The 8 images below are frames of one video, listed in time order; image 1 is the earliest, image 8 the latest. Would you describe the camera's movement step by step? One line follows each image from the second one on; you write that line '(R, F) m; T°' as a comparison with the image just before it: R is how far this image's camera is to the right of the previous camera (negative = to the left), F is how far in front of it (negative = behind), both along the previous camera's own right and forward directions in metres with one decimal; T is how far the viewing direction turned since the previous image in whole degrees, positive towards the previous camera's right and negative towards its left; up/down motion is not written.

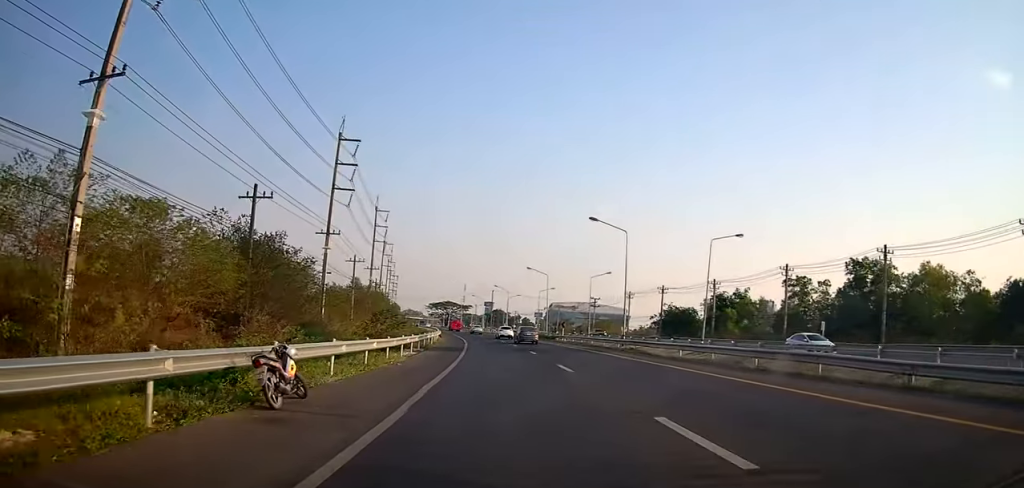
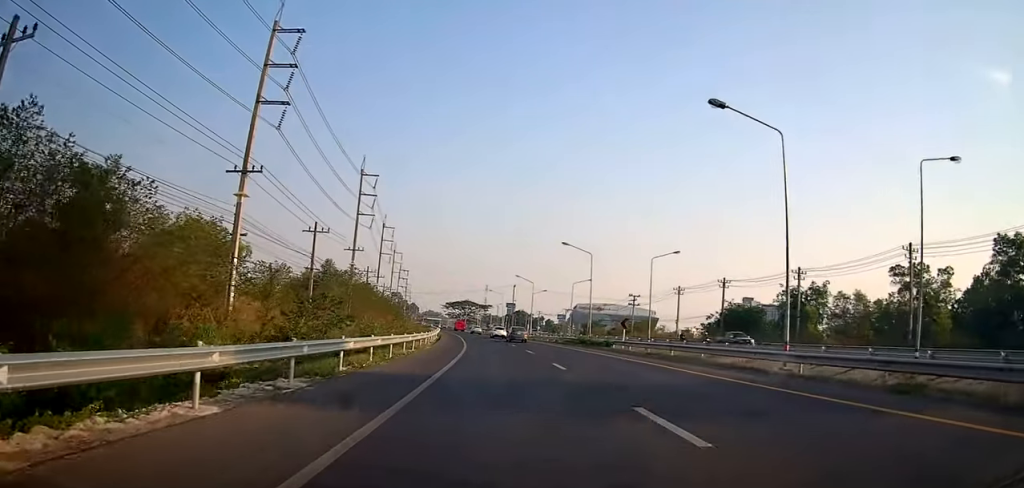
(0.0, +22.9) m; 0°
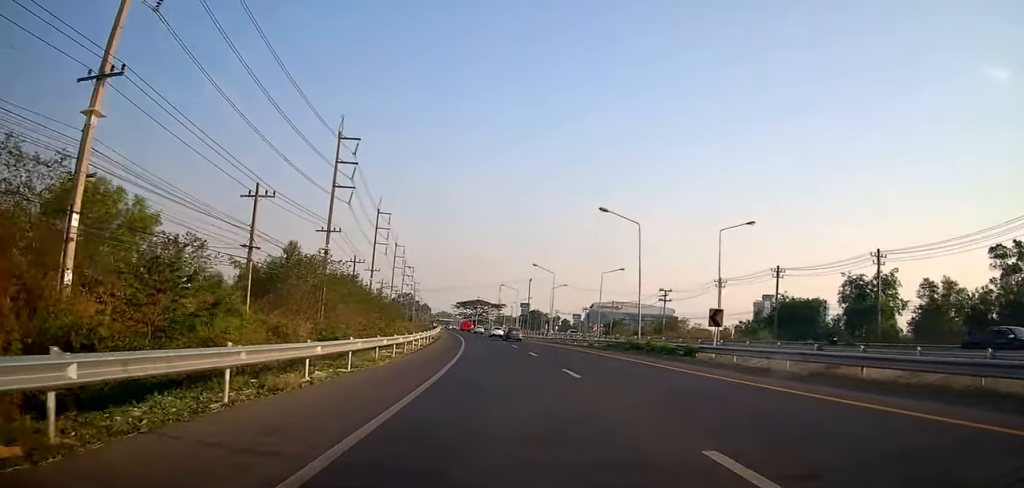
(-0.1, +15.1) m; -3°
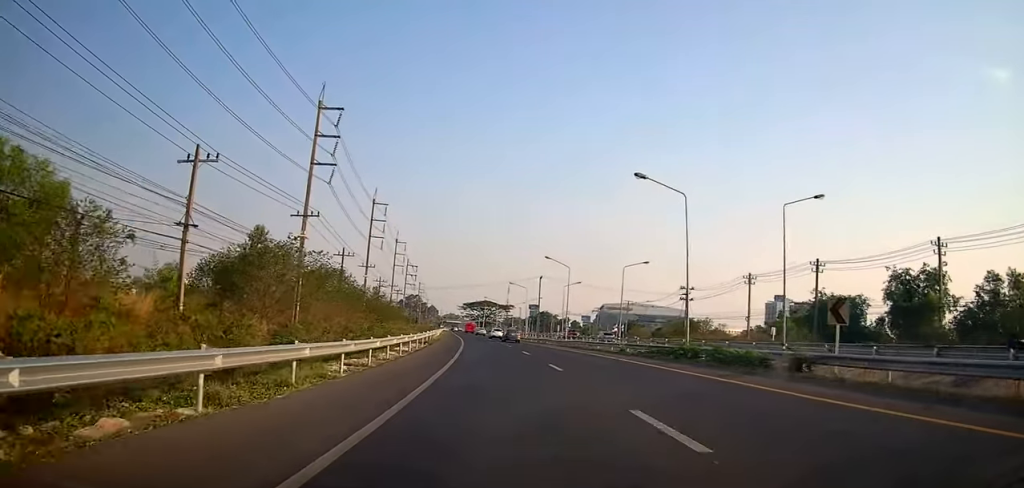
(0.0, +8.9) m; -3°
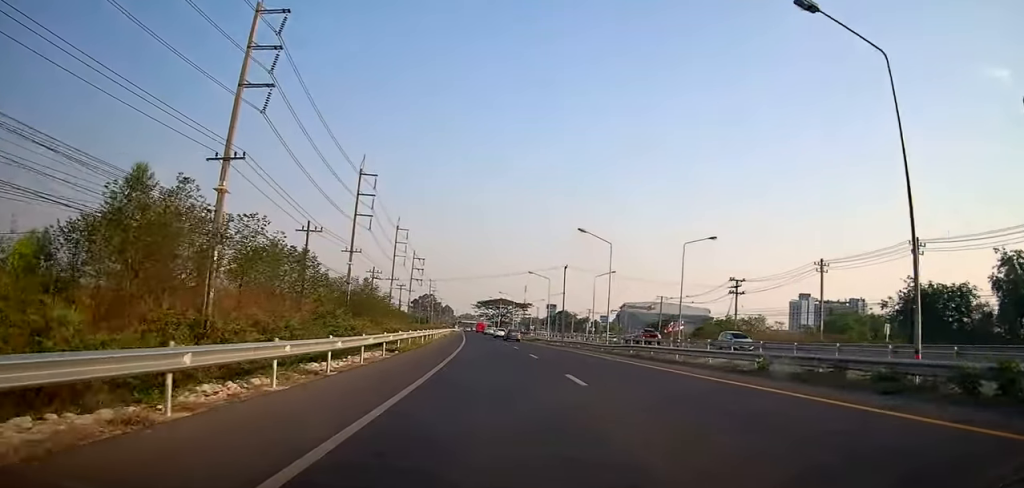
(-0.8, +16.9) m; 0°
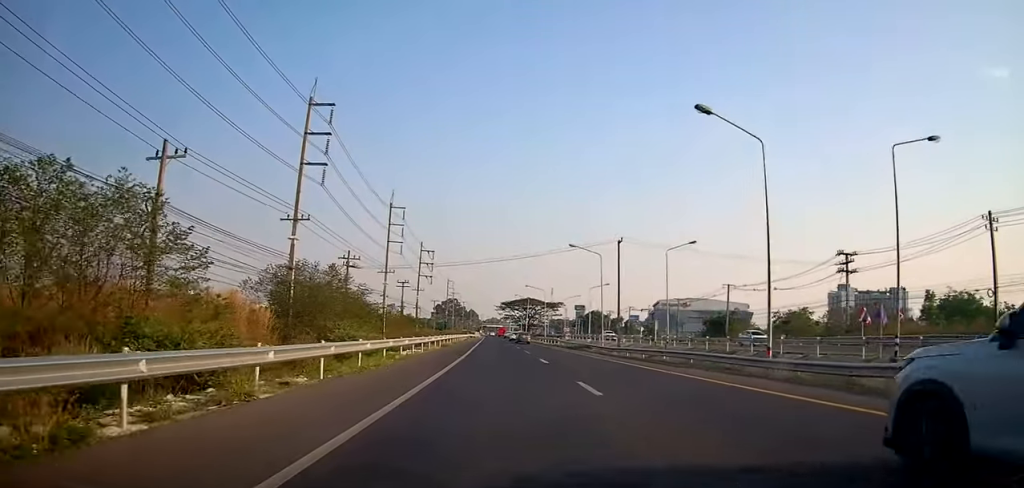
(+0.5, +25.5) m; -1°
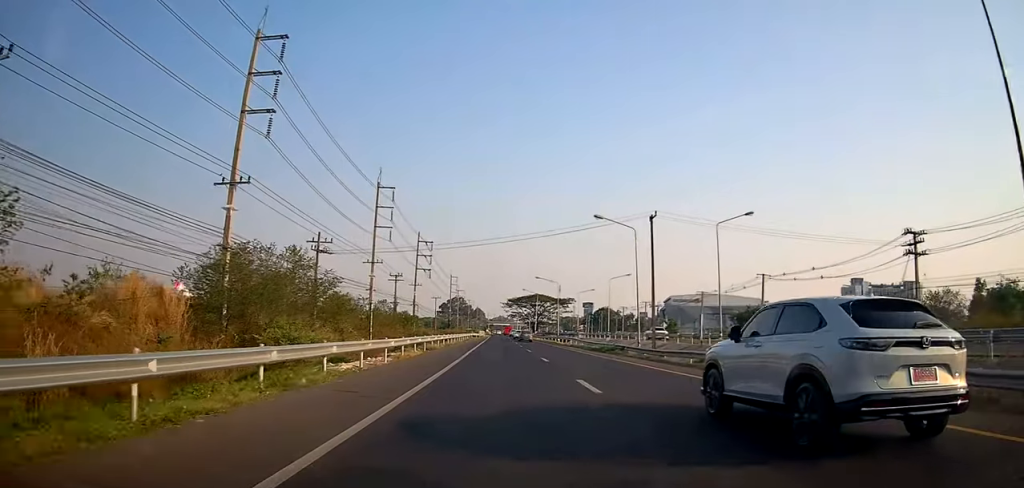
(-0.4, +11.8) m; -2°
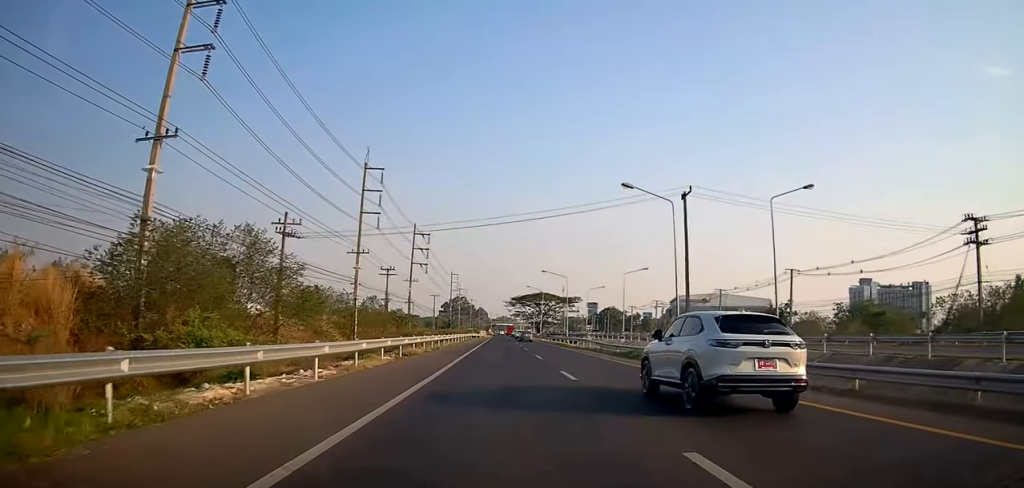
(0.0, +8.6) m; -1°
